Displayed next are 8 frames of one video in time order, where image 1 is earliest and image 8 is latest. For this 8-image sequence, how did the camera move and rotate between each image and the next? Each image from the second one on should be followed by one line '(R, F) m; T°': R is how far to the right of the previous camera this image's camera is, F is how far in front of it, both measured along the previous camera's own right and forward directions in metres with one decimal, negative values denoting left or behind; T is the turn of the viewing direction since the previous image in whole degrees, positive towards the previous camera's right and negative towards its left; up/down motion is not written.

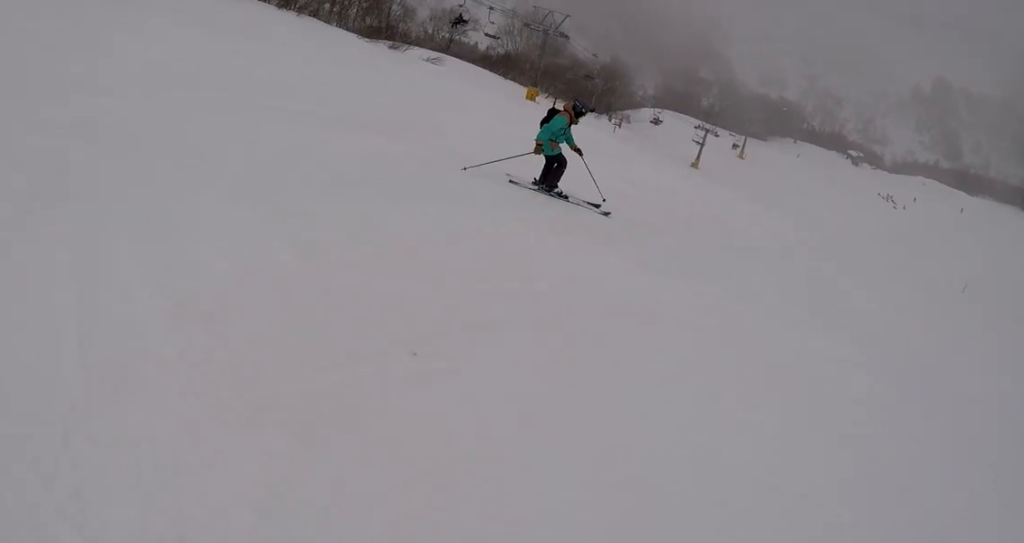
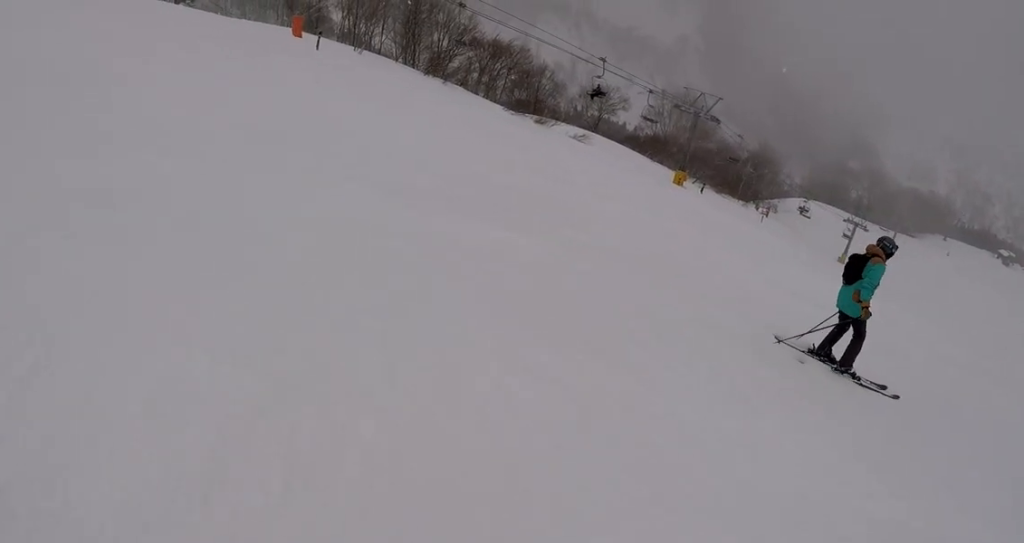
(+0.2, +2.0) m; -13°
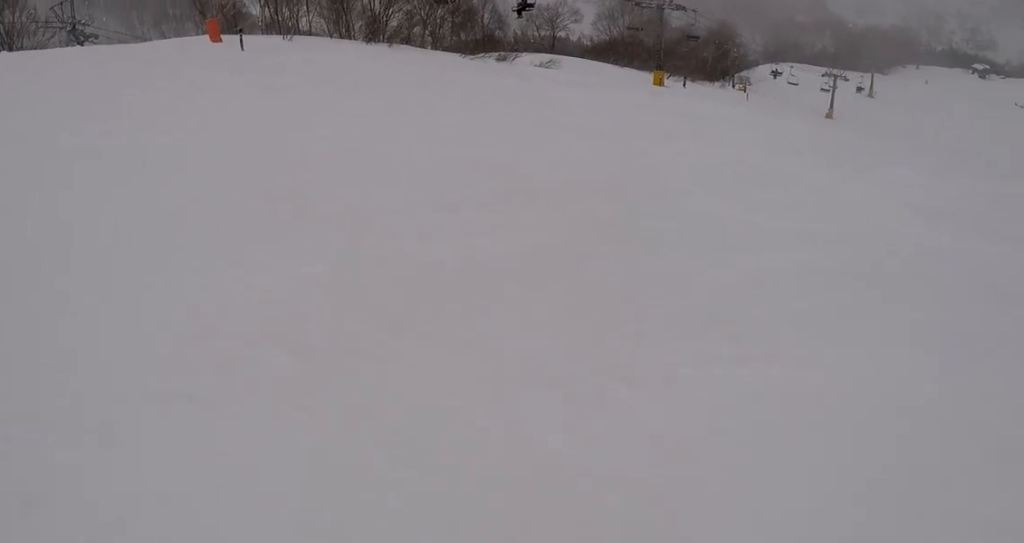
(-1.6, +4.3) m; -13°
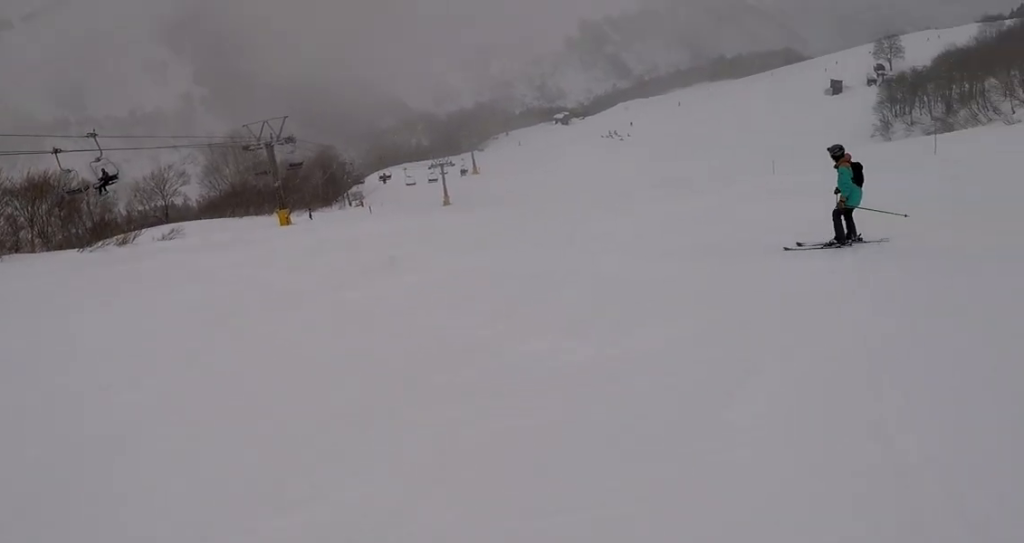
(+0.8, +2.9) m; +29°
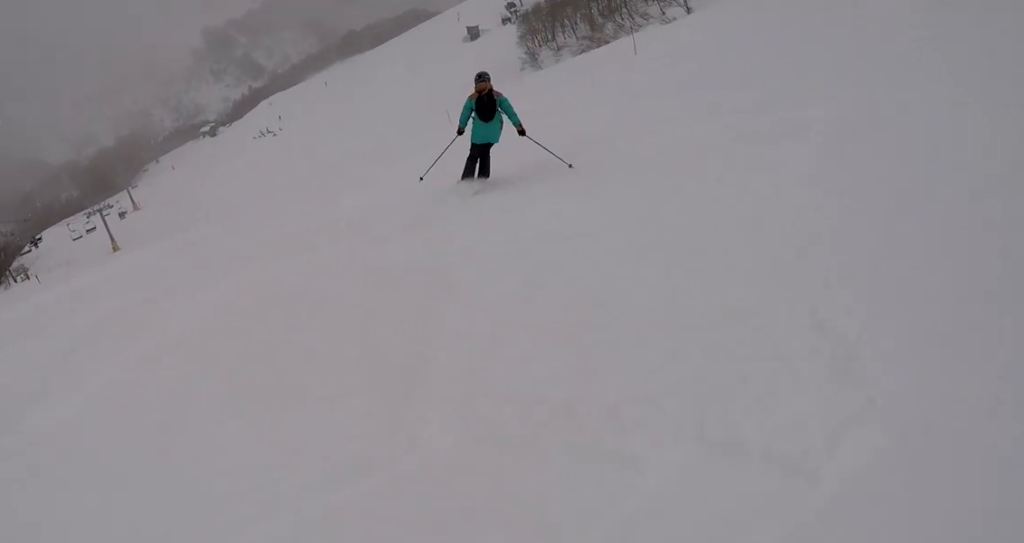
(+1.1, +3.1) m; +32°
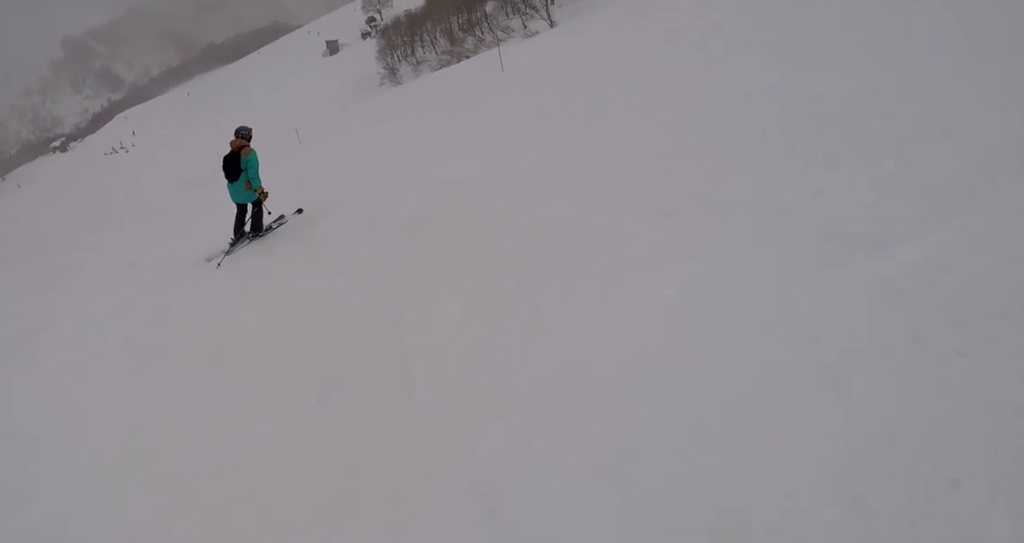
(+1.2, +4.3) m; +41°
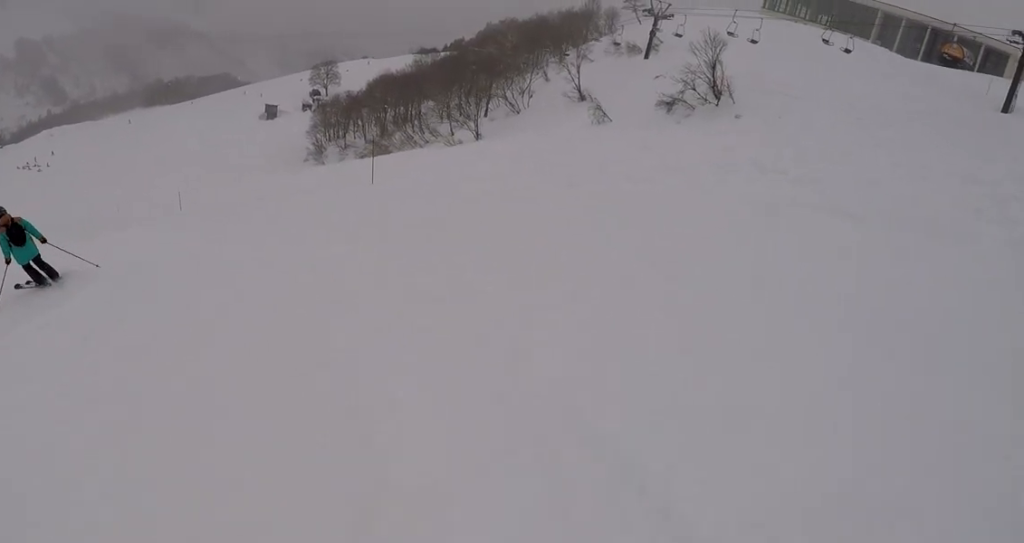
(+1.8, +5.3) m; +9°
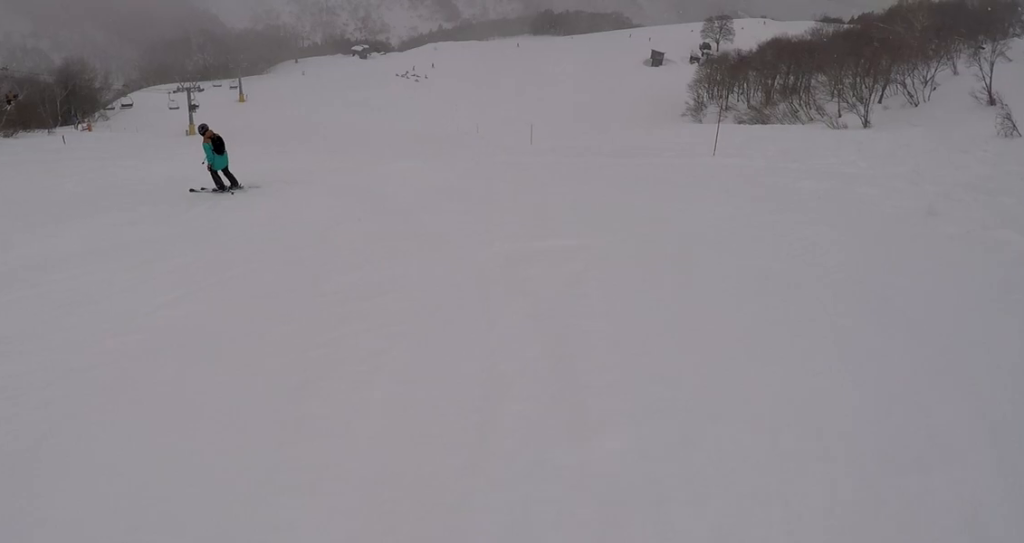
(-0.2, +3.3) m; -37°
